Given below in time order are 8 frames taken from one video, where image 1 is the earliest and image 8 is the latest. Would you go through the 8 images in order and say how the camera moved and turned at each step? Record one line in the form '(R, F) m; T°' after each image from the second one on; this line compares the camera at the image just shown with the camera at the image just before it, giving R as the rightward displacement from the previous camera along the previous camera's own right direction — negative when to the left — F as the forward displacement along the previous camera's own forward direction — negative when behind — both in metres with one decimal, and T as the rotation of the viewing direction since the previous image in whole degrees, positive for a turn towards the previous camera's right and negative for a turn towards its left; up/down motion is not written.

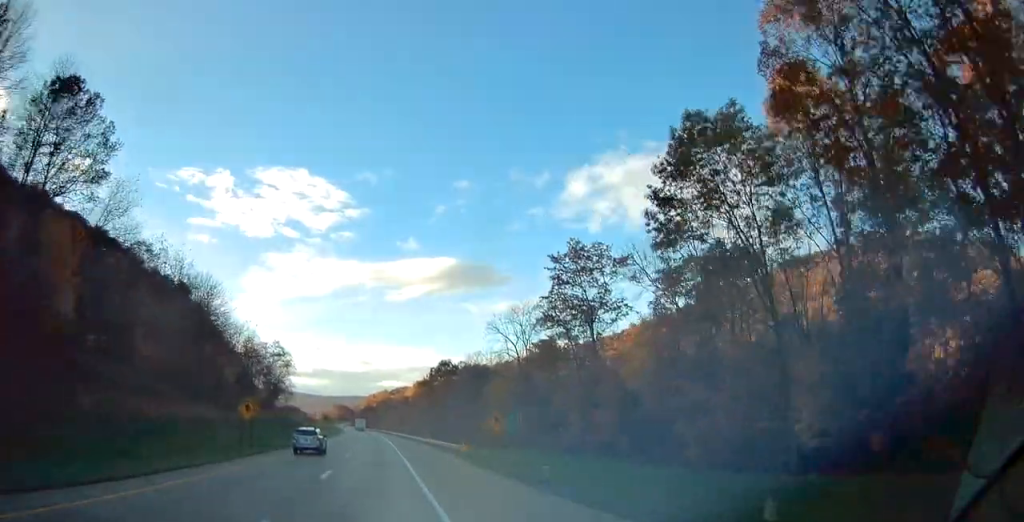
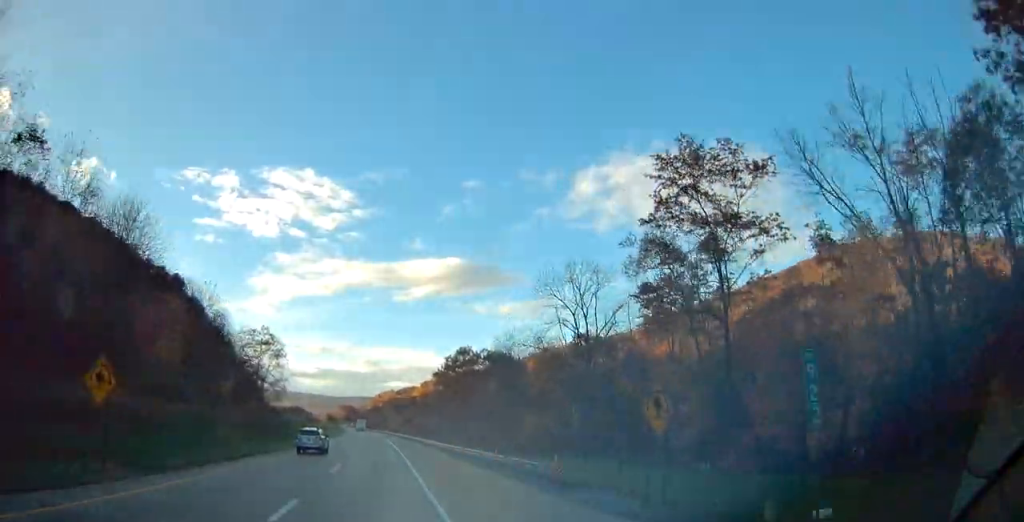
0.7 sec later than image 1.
(0.0, +21.2) m; 0°
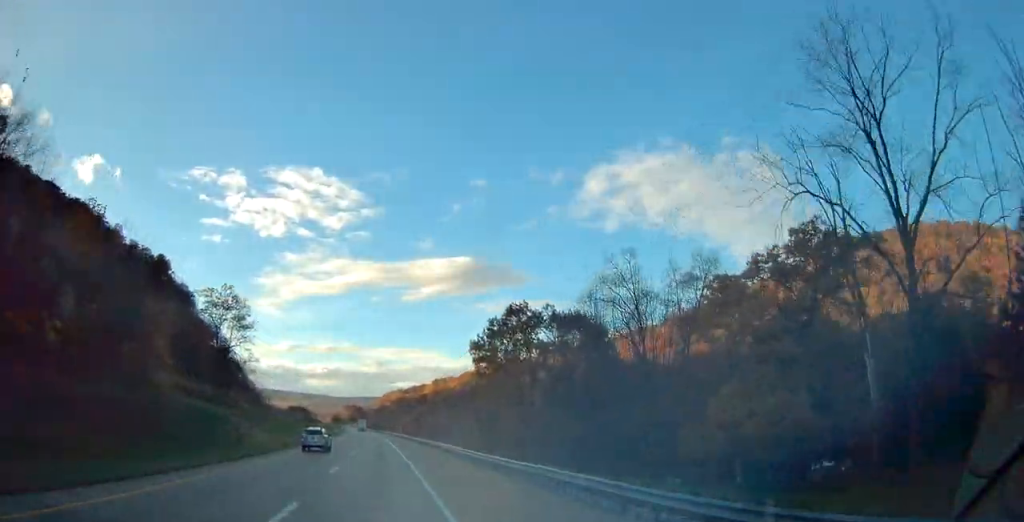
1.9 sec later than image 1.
(-0.3, +37.3) m; -2°
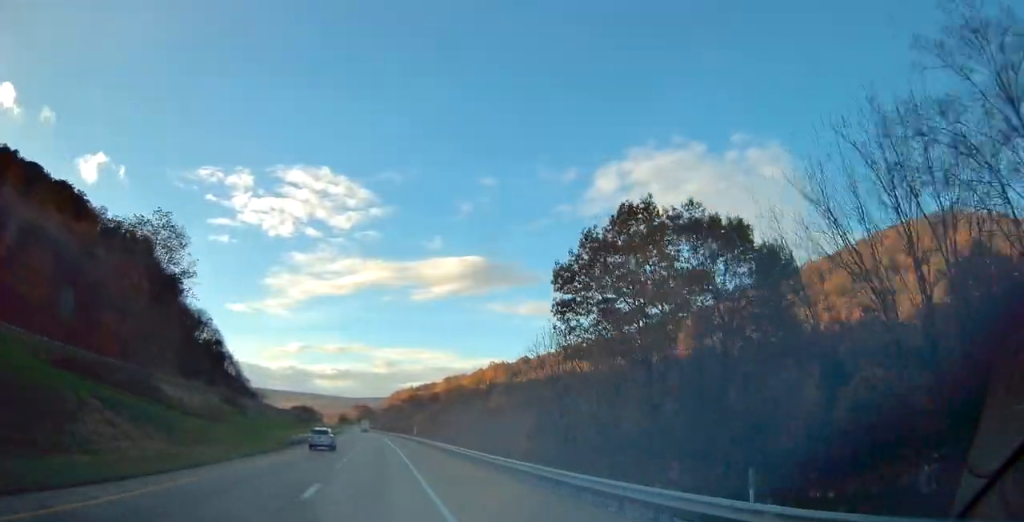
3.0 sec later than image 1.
(-0.5, +32.2) m; -1°
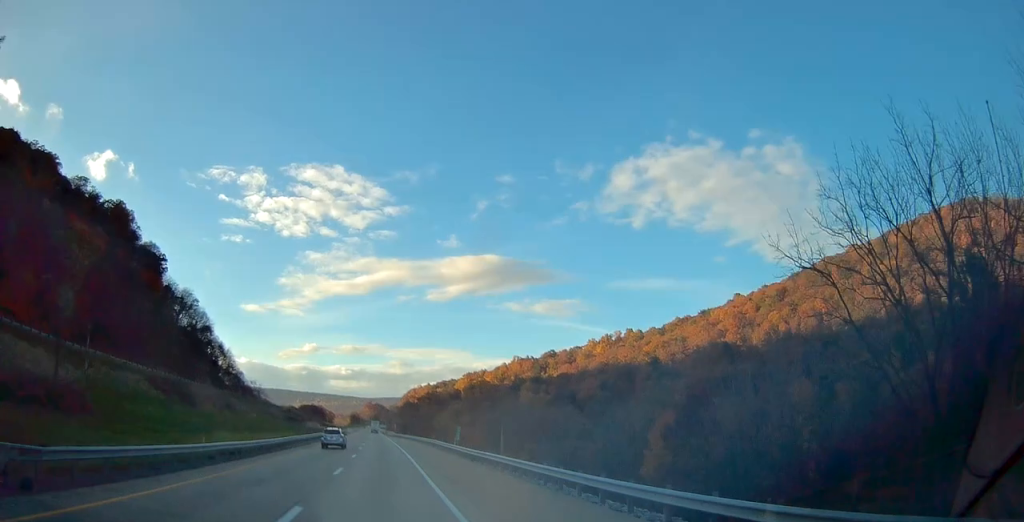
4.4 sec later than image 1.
(-0.2, +42.0) m; -1°
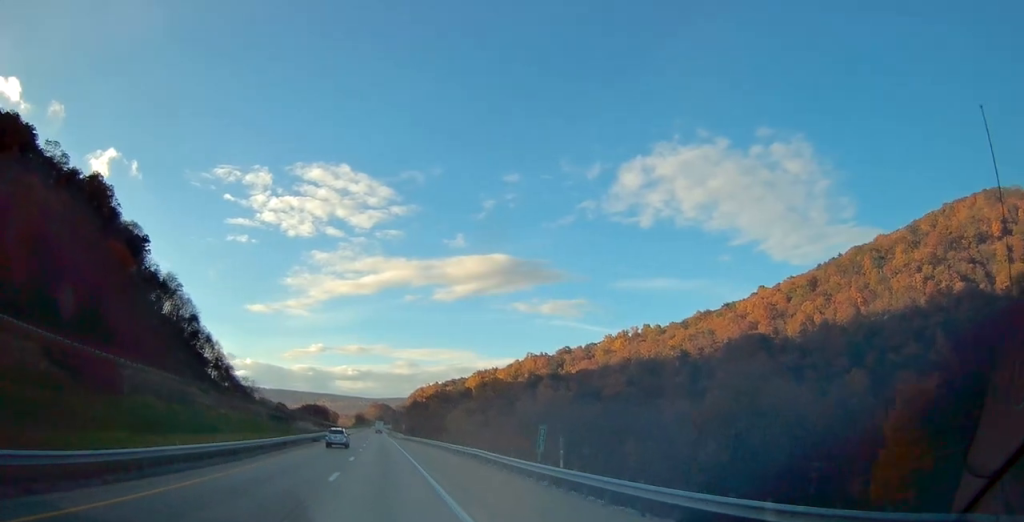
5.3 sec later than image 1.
(-0.3, +25.9) m; -1°
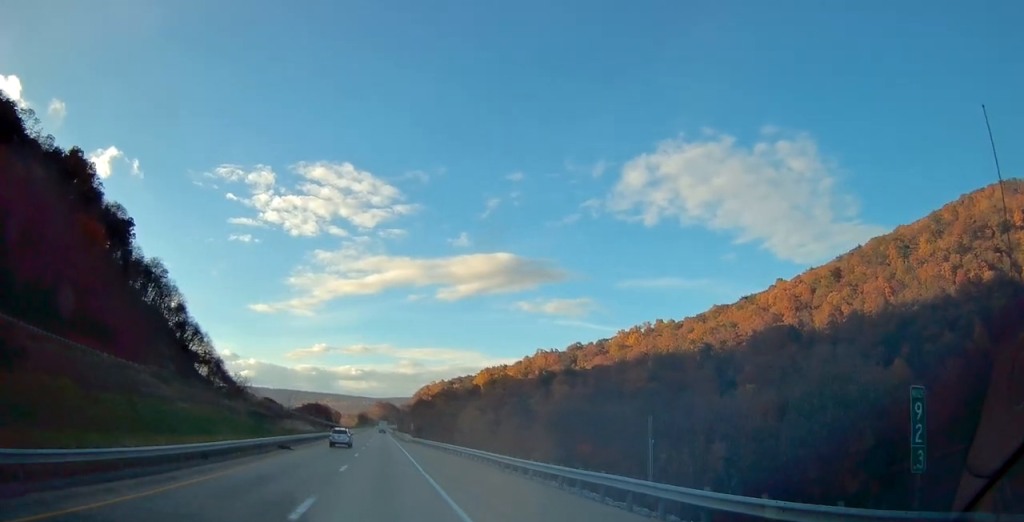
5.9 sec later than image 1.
(-0.2, +19.9) m; -1°
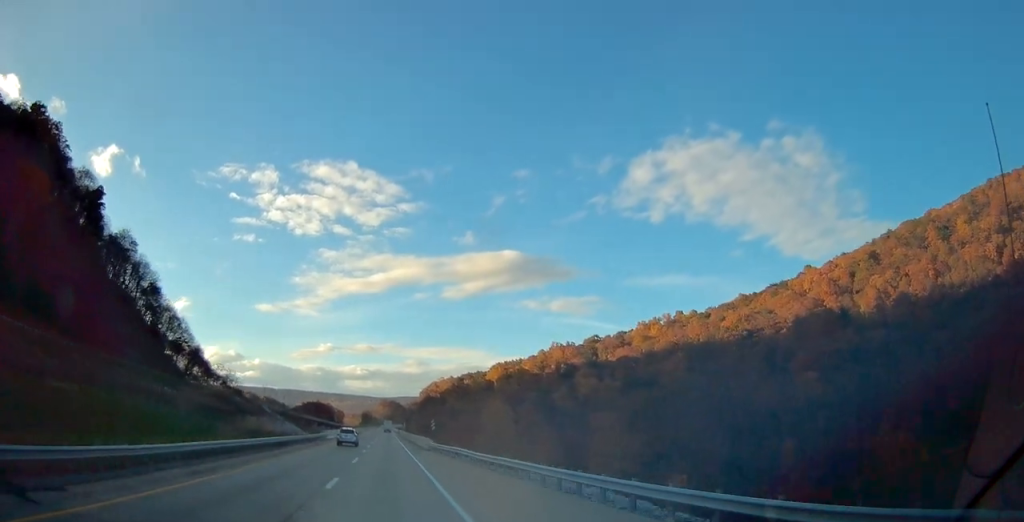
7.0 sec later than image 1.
(0.0, +30.9) m; 0°
